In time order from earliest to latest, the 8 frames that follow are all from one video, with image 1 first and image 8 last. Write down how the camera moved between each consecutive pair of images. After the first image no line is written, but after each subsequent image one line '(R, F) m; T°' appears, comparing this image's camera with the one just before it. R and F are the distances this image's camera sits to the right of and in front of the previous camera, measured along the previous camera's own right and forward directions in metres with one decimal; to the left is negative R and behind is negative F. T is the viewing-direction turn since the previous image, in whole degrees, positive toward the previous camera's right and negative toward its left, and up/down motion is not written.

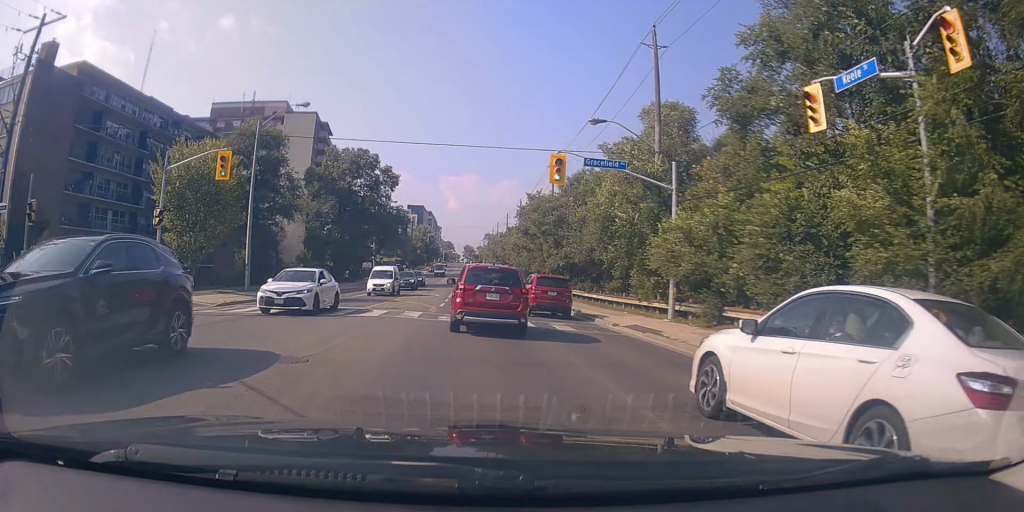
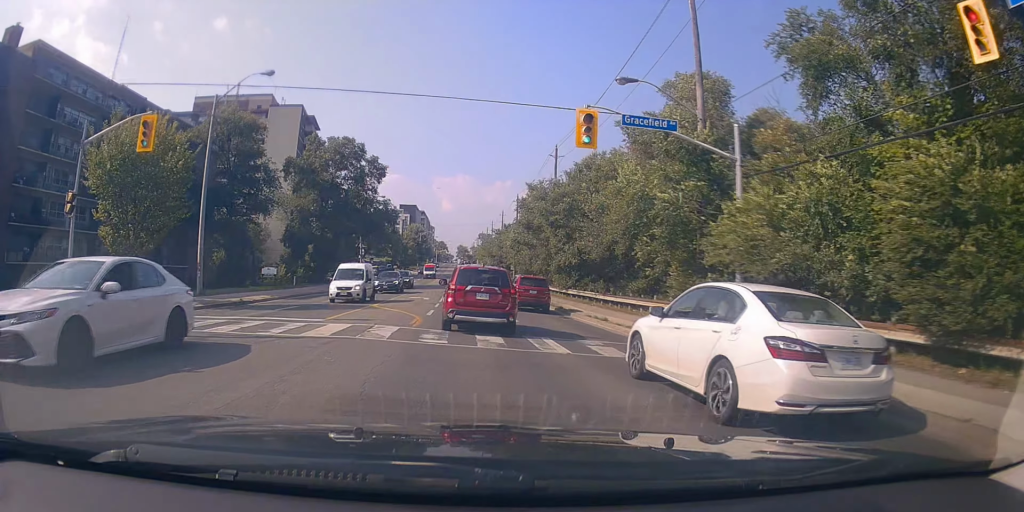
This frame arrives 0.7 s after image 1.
(-0.2, +5.9) m; -1°
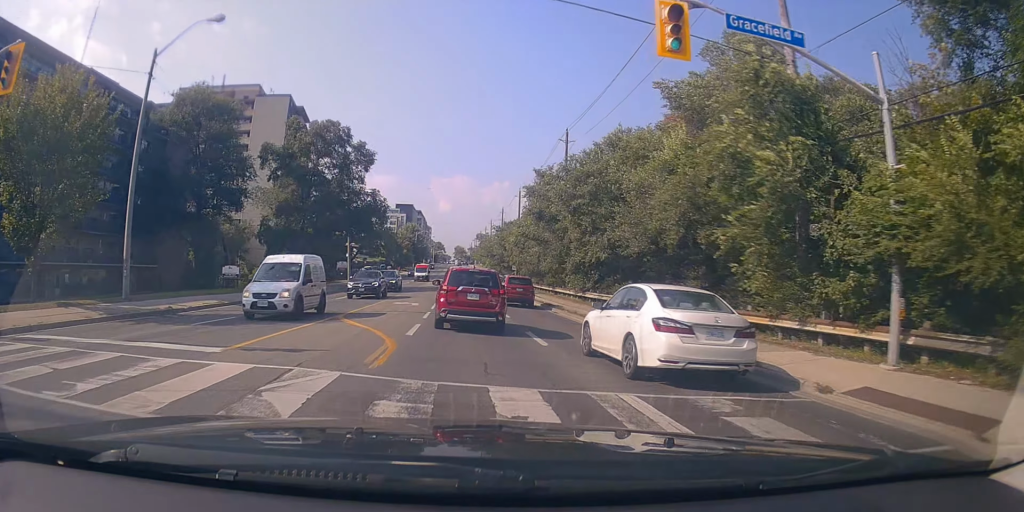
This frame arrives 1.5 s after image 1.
(+0.1, +6.9) m; +1°
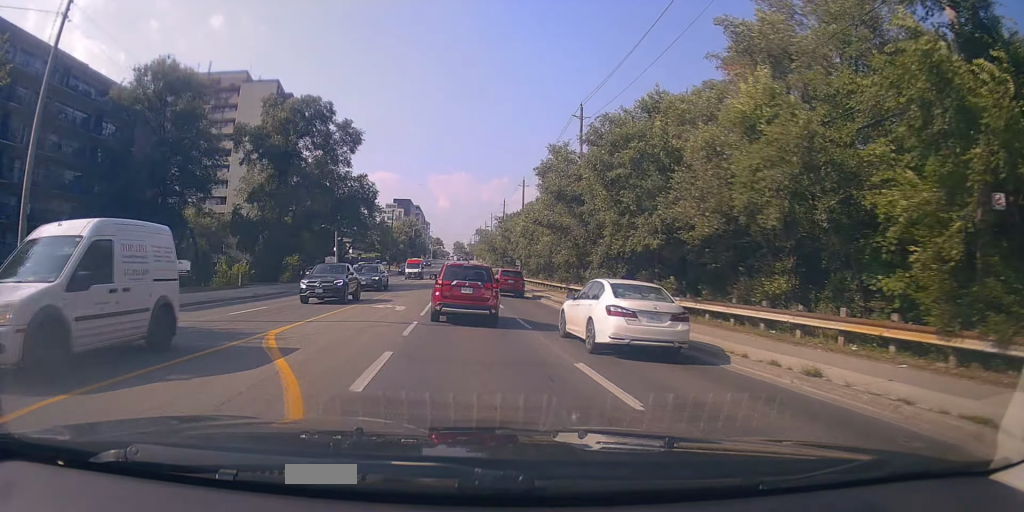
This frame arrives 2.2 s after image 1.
(+0.1, +6.5) m; +1°
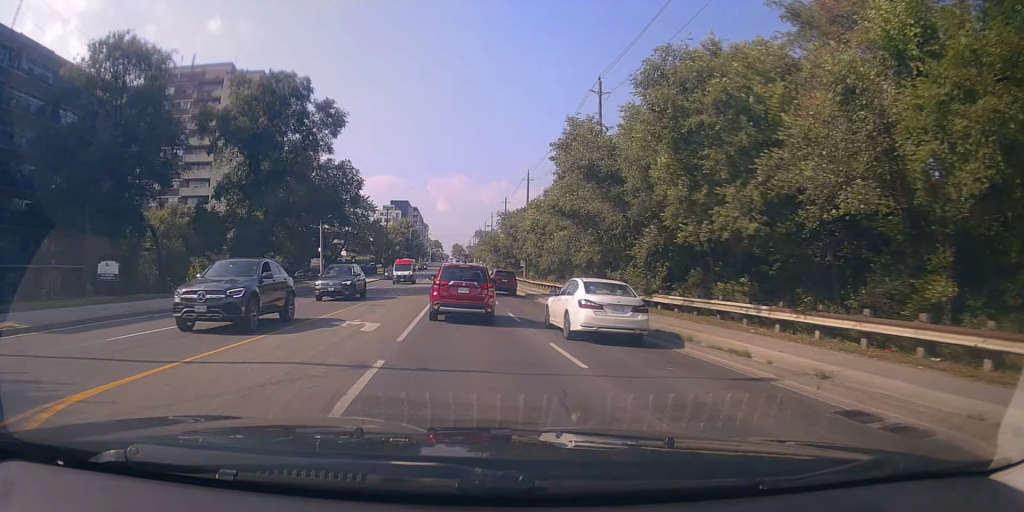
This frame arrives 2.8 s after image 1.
(0.0, +6.5) m; +1°
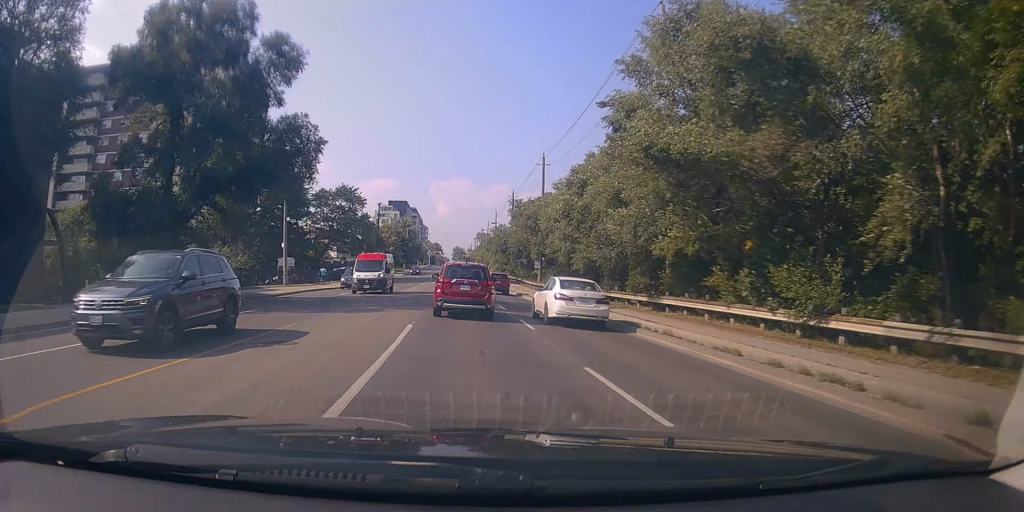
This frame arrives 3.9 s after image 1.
(+0.1, +12.6) m; -2°
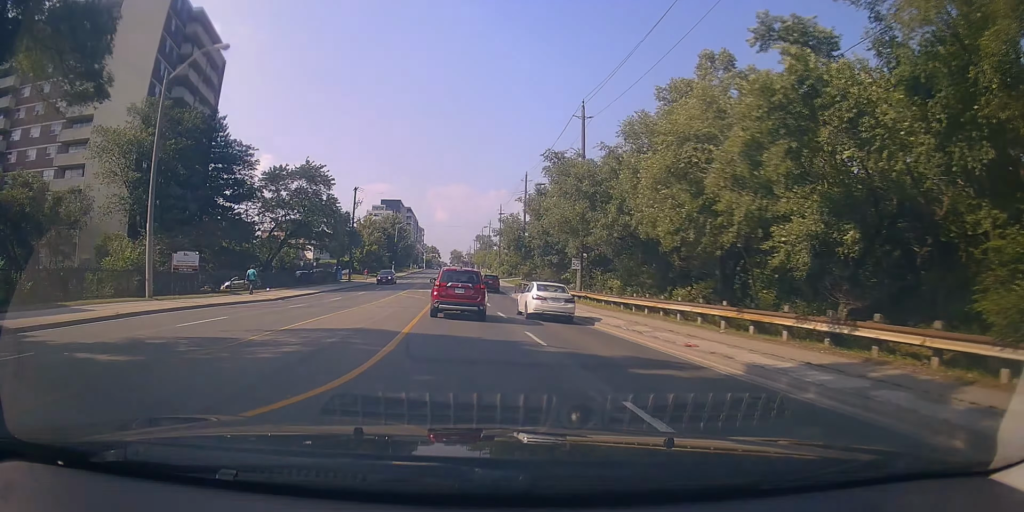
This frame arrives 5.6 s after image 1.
(+0.1, +20.7) m; +1°
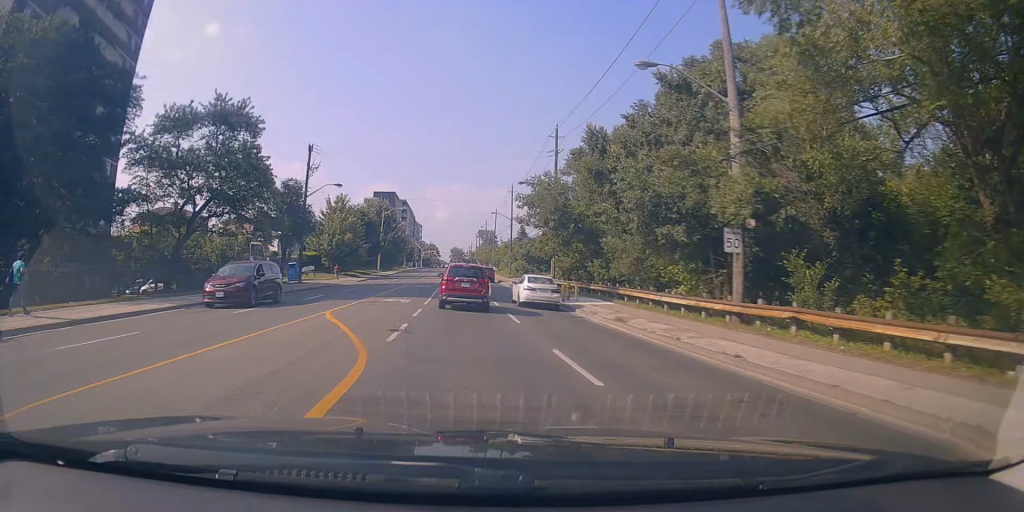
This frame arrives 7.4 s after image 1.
(-0.1, +23.3) m; 0°
